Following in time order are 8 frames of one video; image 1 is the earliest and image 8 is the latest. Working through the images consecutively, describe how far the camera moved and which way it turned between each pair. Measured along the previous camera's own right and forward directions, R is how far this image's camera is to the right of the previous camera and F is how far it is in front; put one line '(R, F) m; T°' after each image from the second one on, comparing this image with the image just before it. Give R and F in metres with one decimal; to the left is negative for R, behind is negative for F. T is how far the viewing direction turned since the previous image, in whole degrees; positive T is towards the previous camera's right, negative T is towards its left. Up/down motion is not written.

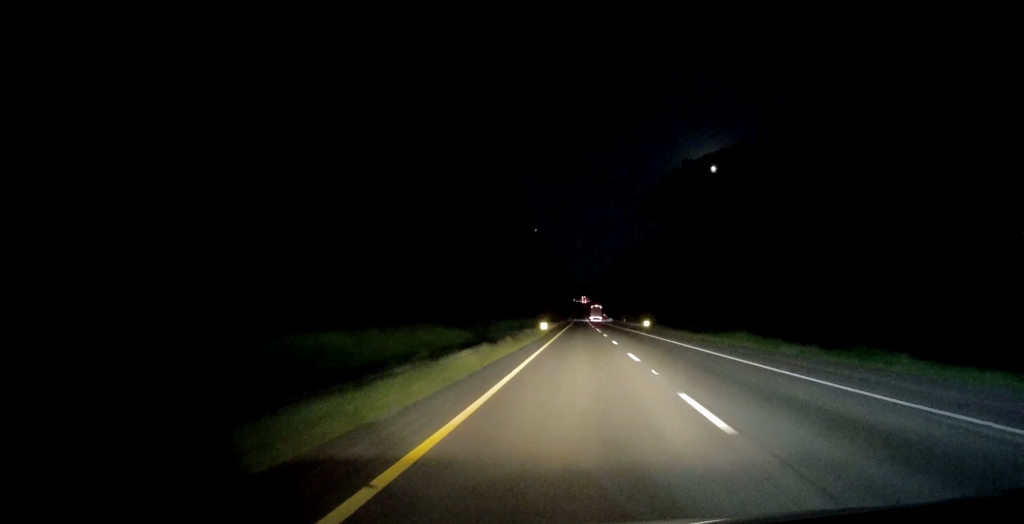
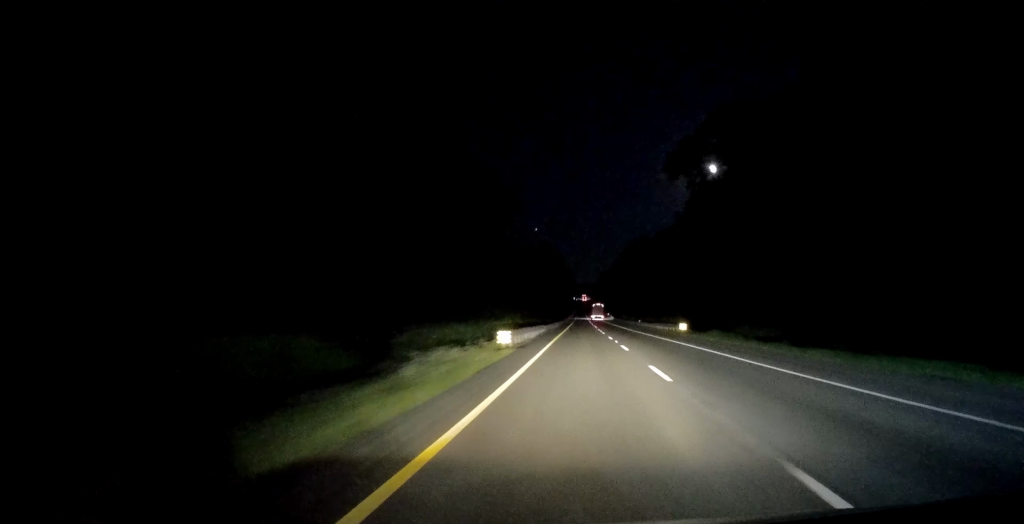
(-0.1, +29.9) m; 0°
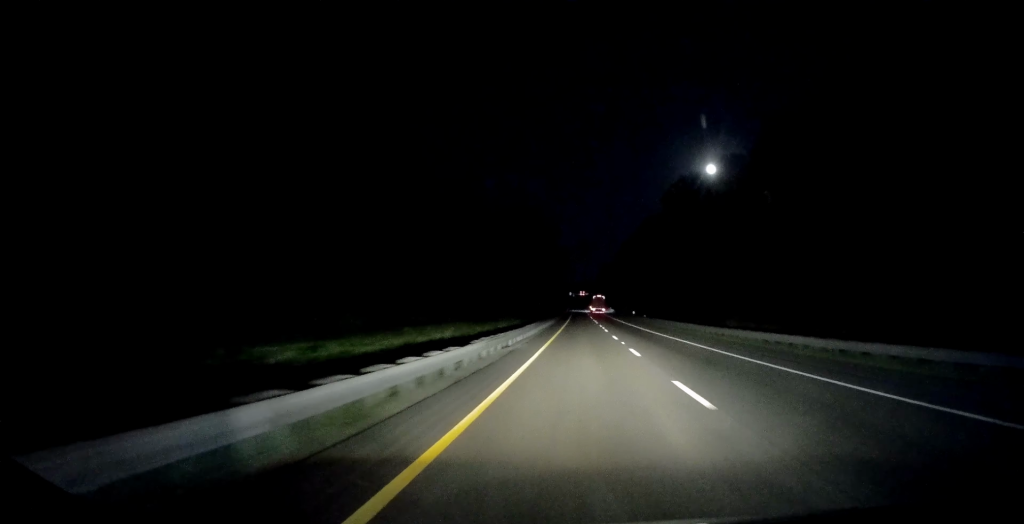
(-0.1, +101.6) m; 0°
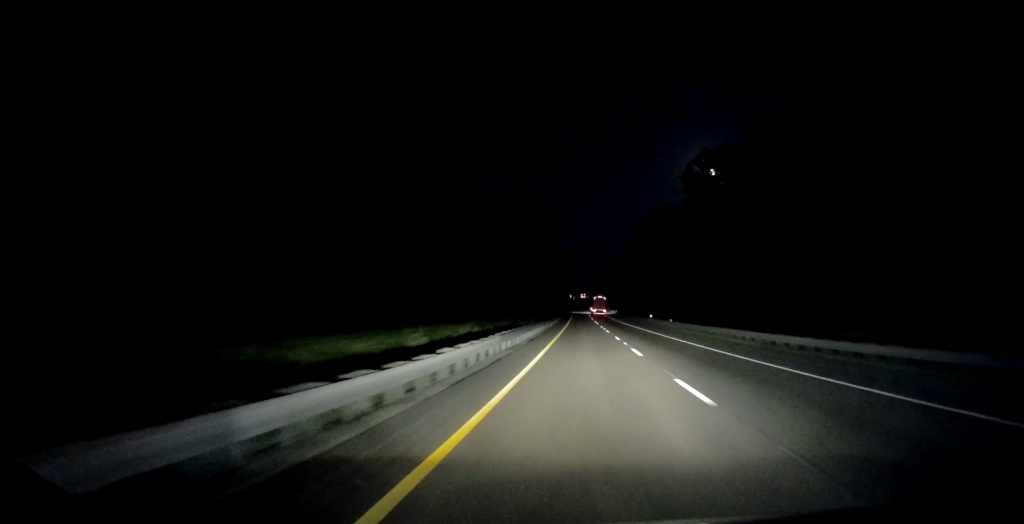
(+0.3, +24.0) m; +1°
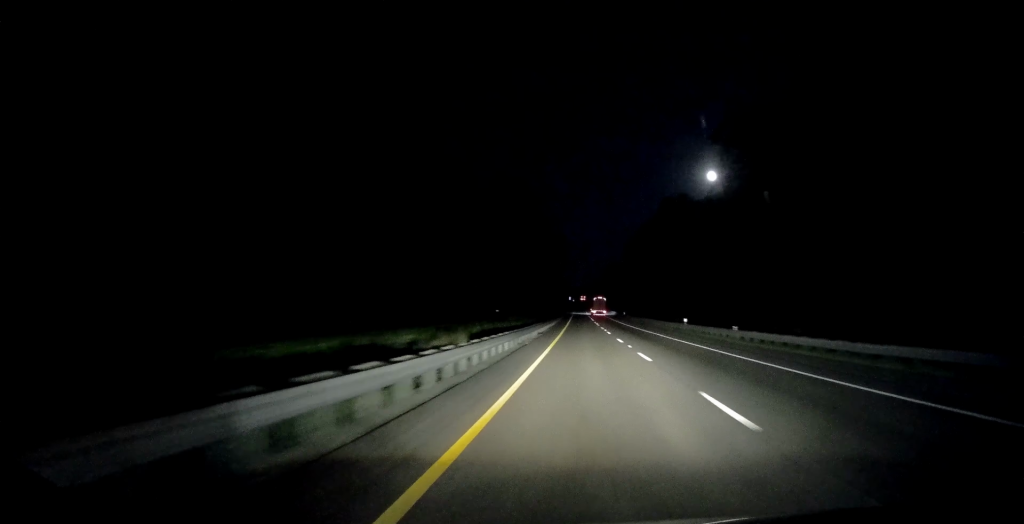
(0.0, +26.3) m; 0°
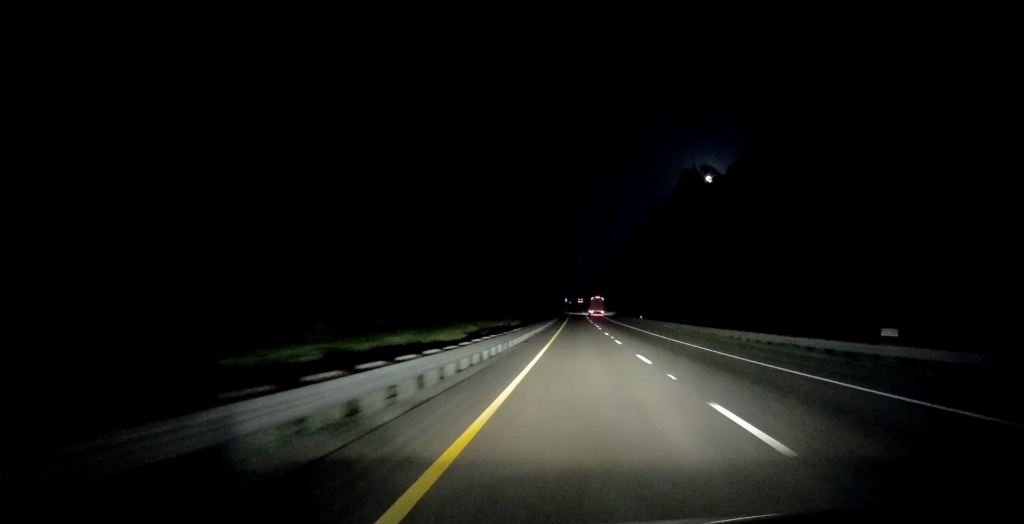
(0.0, +37.8) m; -1°
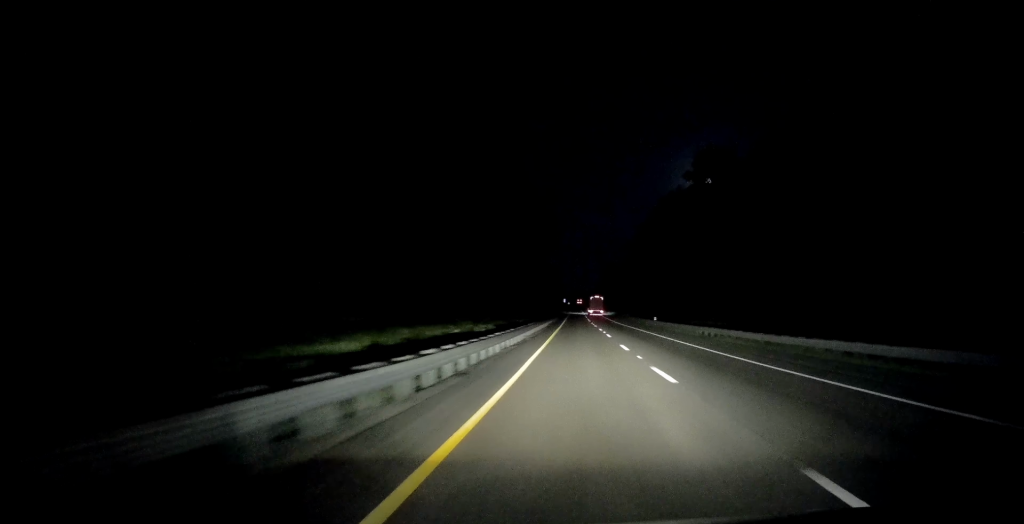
(-0.1, +17.1) m; 0°
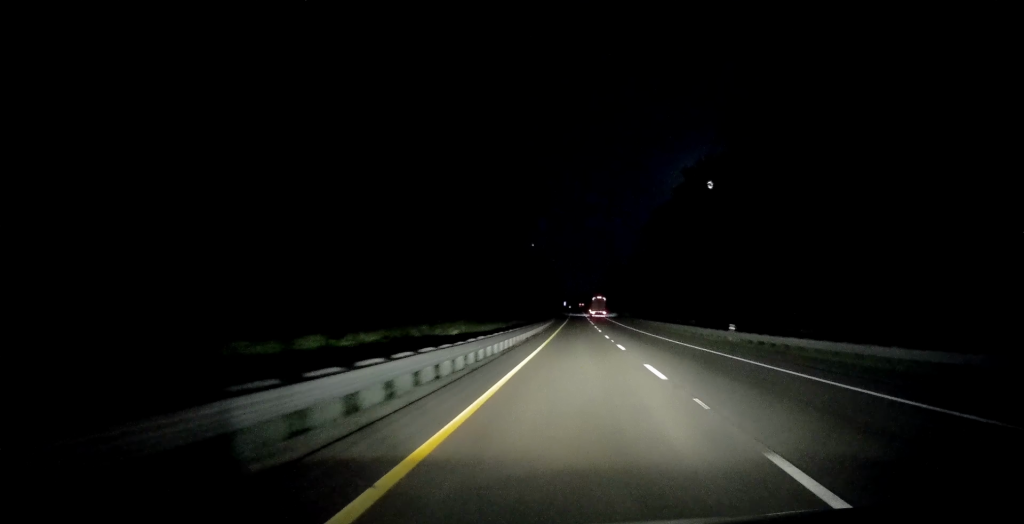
(-0.2, +35.3) m; 0°
